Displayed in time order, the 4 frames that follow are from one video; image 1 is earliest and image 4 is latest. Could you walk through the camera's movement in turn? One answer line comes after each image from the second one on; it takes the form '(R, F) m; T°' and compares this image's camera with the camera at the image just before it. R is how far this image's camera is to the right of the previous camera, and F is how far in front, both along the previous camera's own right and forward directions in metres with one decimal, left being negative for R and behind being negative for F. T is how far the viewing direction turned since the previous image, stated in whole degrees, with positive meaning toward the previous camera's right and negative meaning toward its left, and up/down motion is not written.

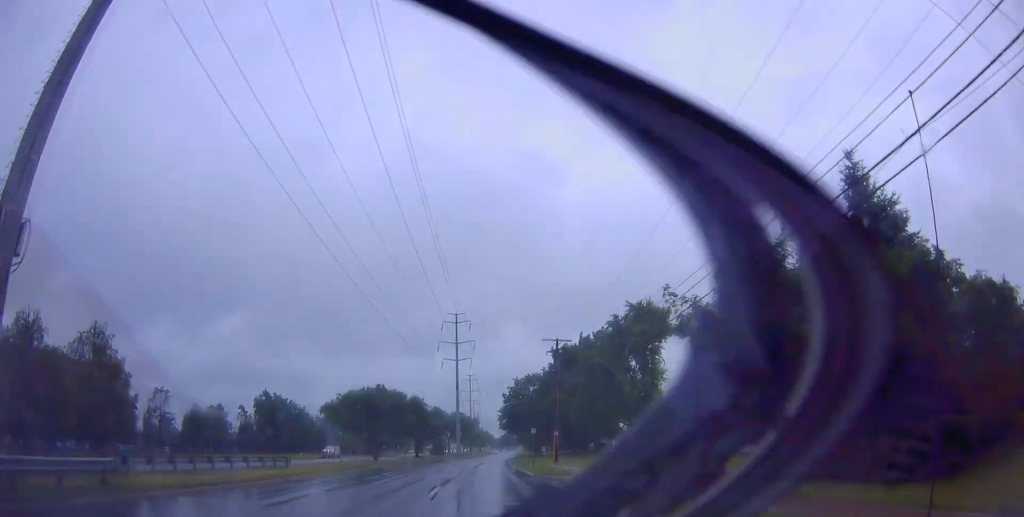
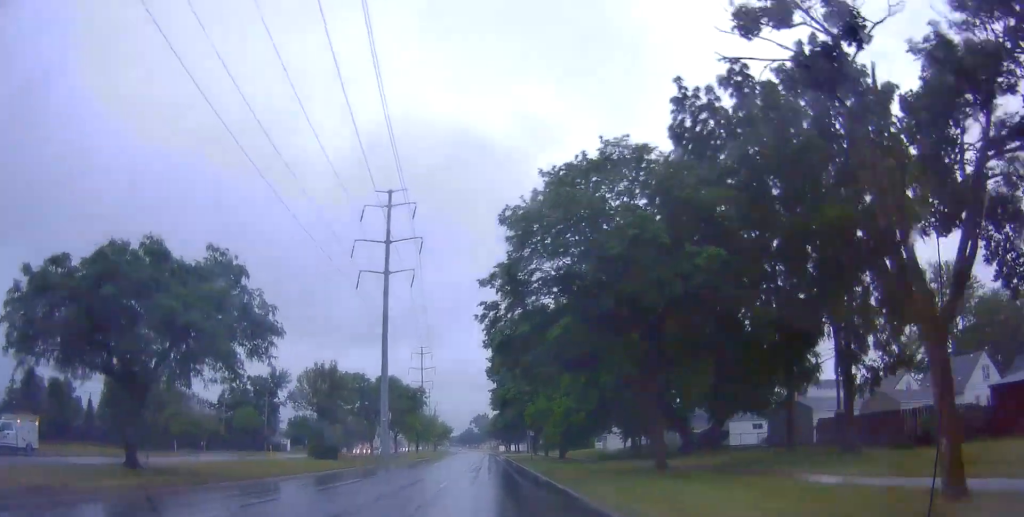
(+0.1, +74.5) m; +1°
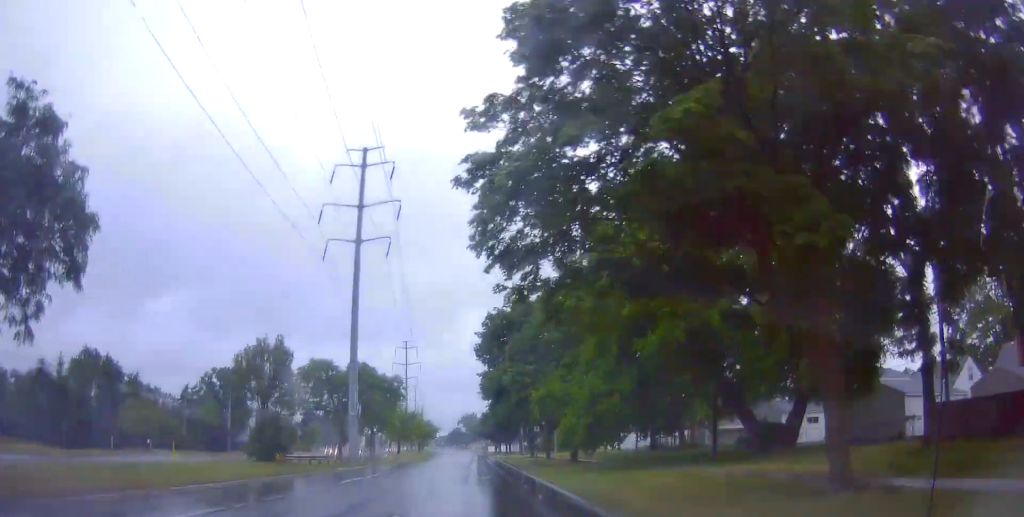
(-0.1, +12.5) m; +1°
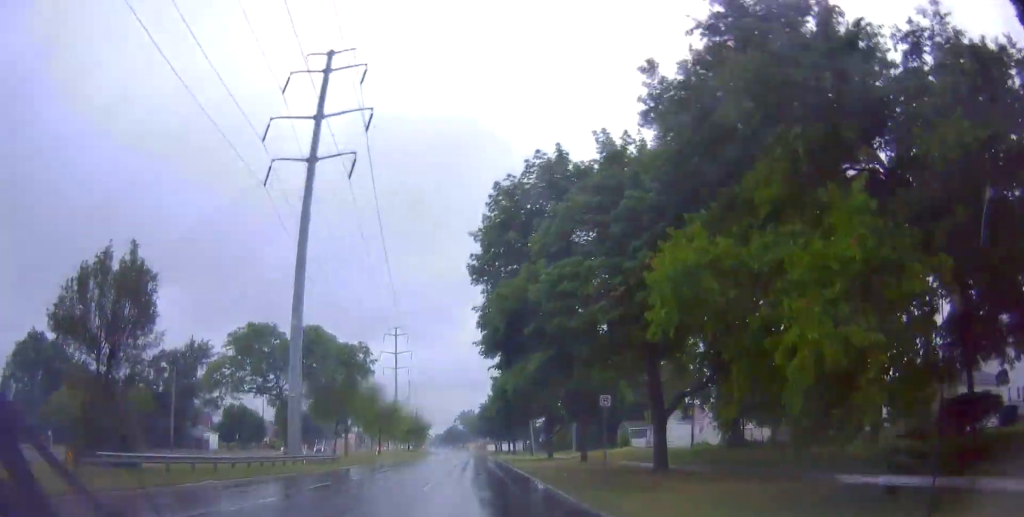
(+0.4, +19.8) m; +2°
